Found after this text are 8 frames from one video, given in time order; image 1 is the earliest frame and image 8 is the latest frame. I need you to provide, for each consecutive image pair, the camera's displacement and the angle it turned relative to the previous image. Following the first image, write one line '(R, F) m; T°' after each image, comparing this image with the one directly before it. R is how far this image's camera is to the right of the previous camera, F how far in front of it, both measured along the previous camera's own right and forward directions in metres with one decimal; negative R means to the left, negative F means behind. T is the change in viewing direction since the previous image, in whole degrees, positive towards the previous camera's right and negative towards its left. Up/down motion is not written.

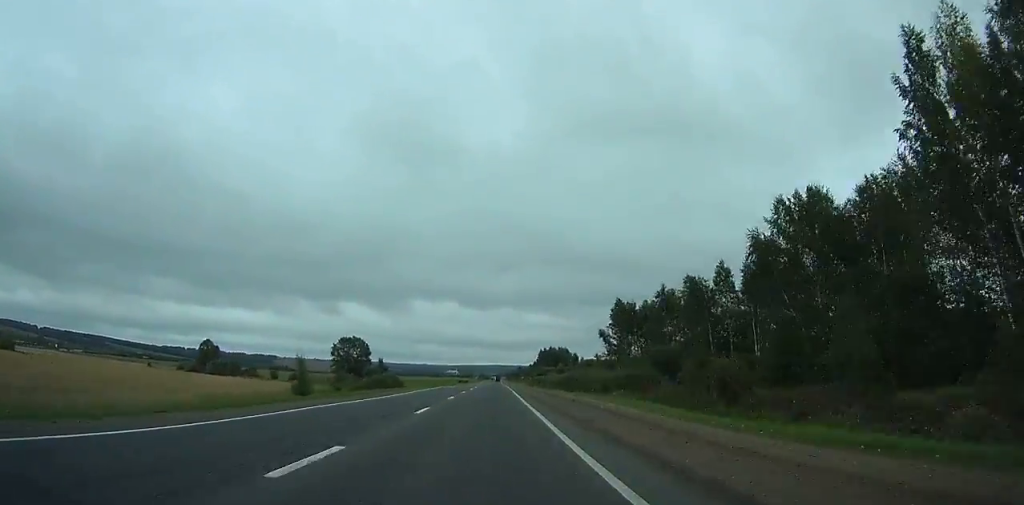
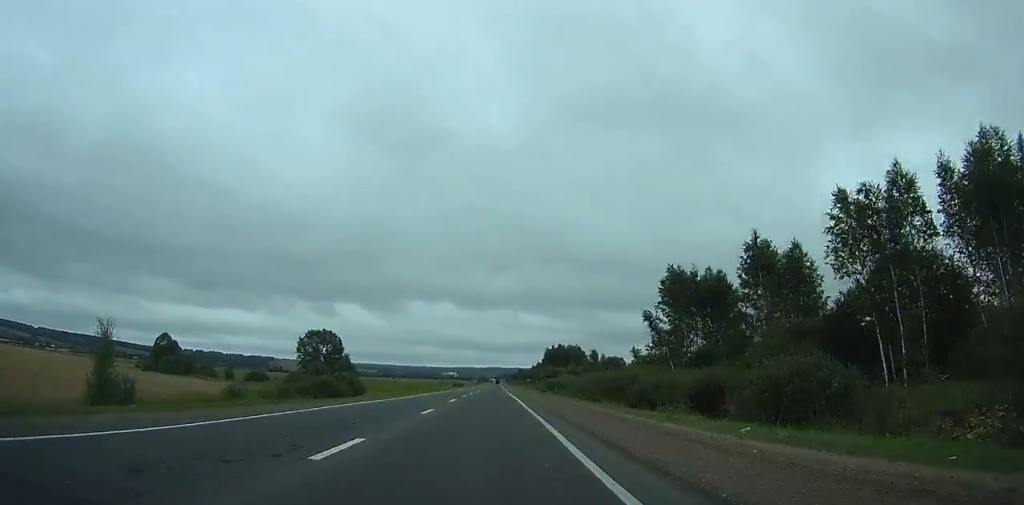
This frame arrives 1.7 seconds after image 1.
(+0.1, +34.7) m; 0°
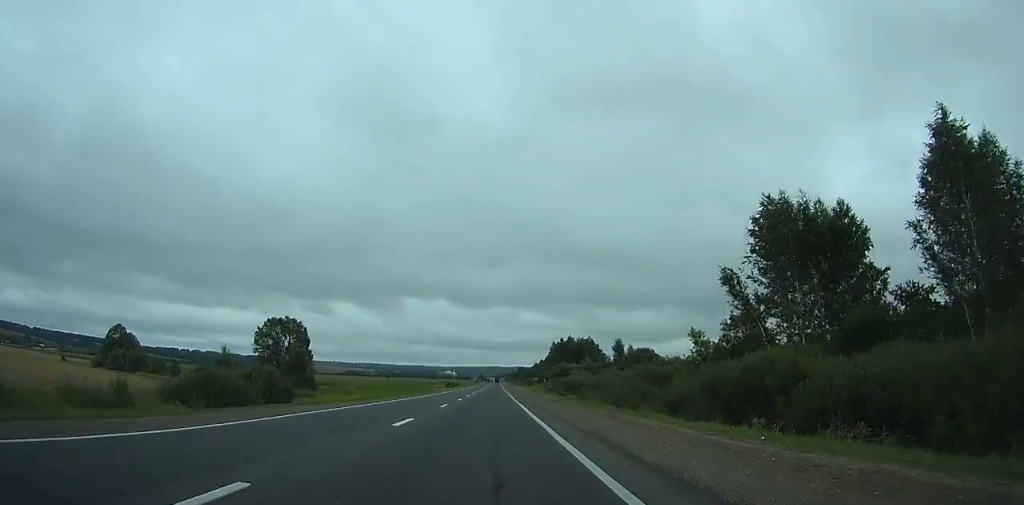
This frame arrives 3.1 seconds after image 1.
(0.0, +28.7) m; 0°
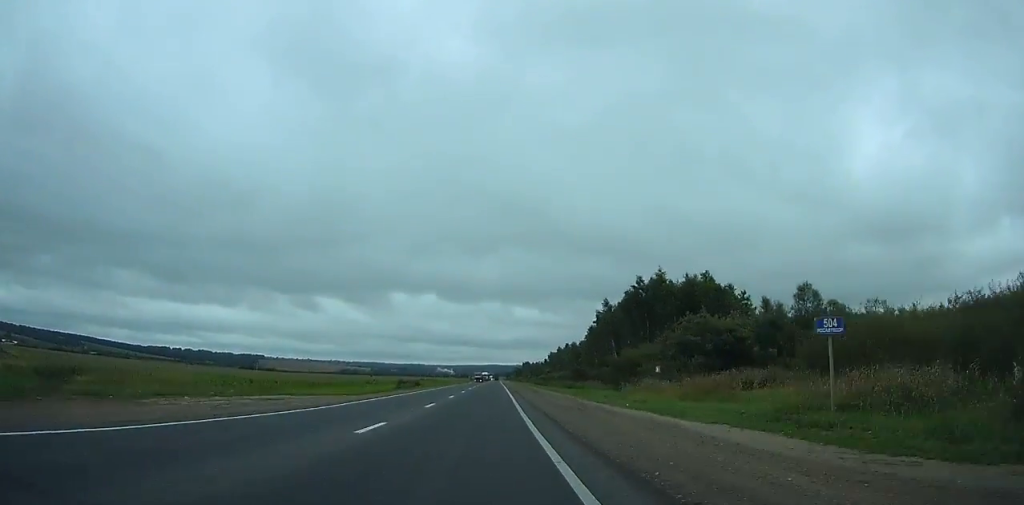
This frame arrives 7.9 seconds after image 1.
(+0.3, +98.4) m; 0°
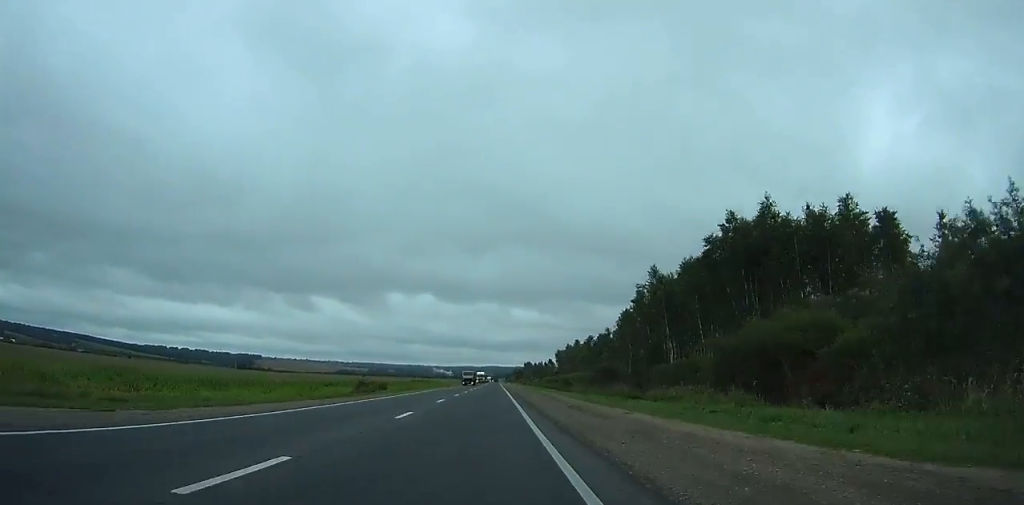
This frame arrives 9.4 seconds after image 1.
(-0.1, +30.9) m; 0°
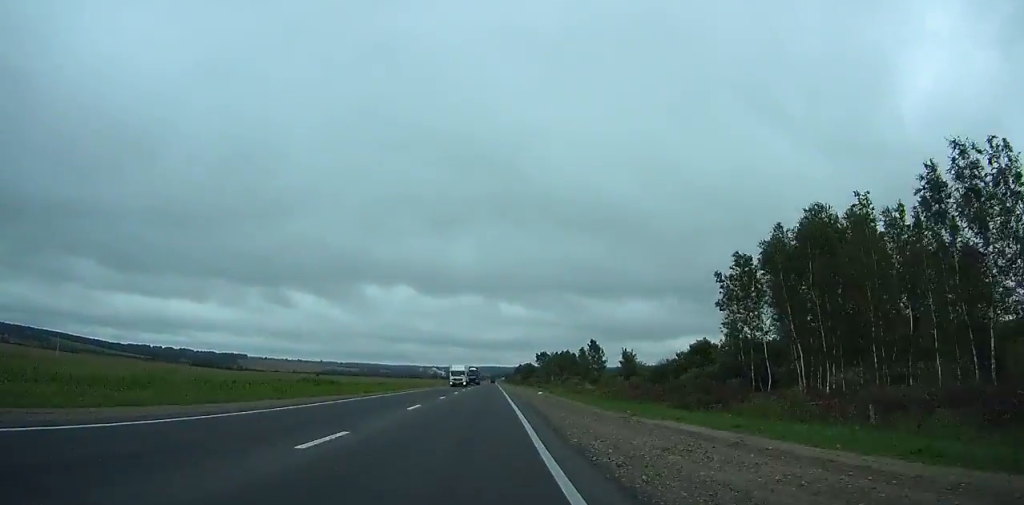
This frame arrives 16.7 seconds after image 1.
(+0.1, +151.5) m; +8°
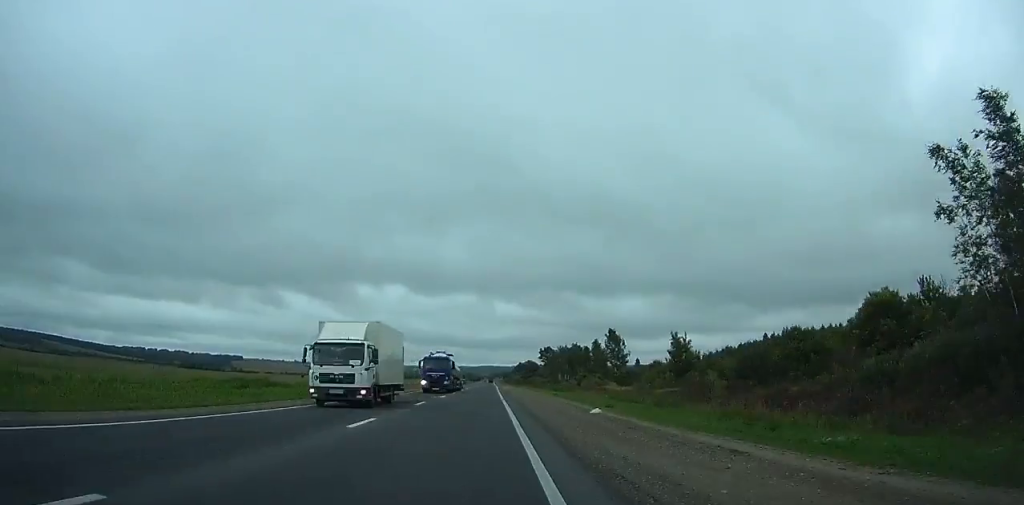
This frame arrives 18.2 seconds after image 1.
(+4.2, +31.2) m; -4°
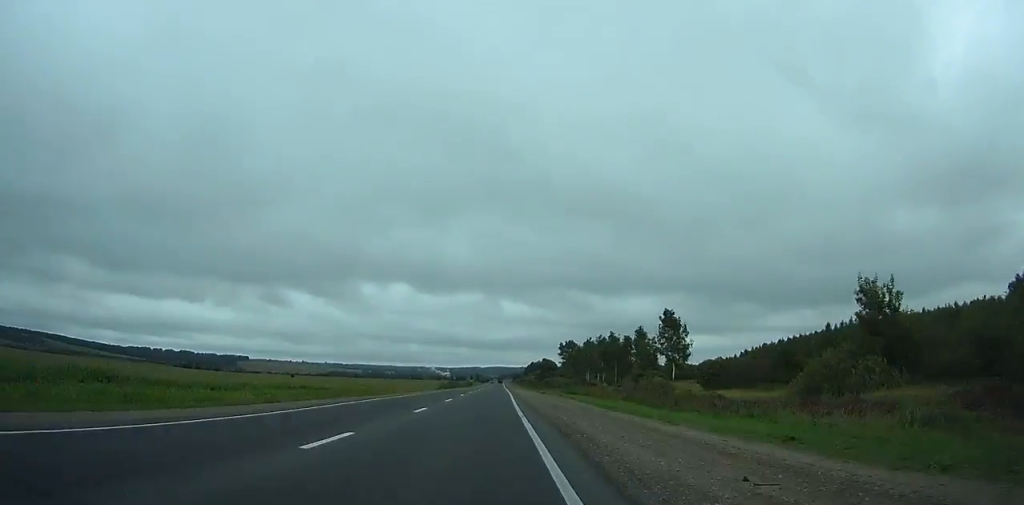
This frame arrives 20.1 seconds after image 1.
(+3.2, +39.3) m; -5°
